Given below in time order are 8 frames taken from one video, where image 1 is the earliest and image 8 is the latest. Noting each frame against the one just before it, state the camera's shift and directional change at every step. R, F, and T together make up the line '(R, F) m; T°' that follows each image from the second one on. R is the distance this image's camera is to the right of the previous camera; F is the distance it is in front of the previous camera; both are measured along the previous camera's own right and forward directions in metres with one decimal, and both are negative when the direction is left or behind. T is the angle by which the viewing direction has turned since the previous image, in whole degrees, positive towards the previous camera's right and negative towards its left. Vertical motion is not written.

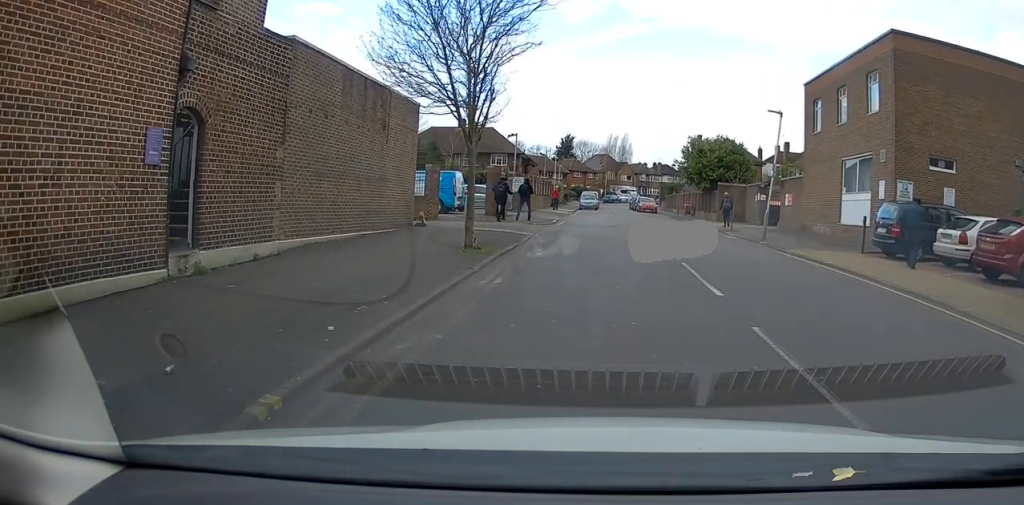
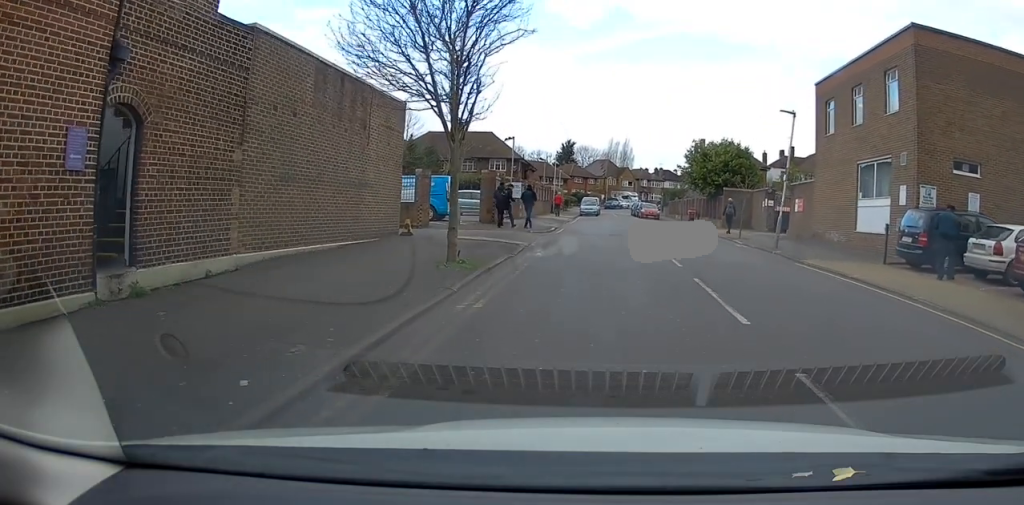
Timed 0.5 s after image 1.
(0.0, +1.6) m; 0°
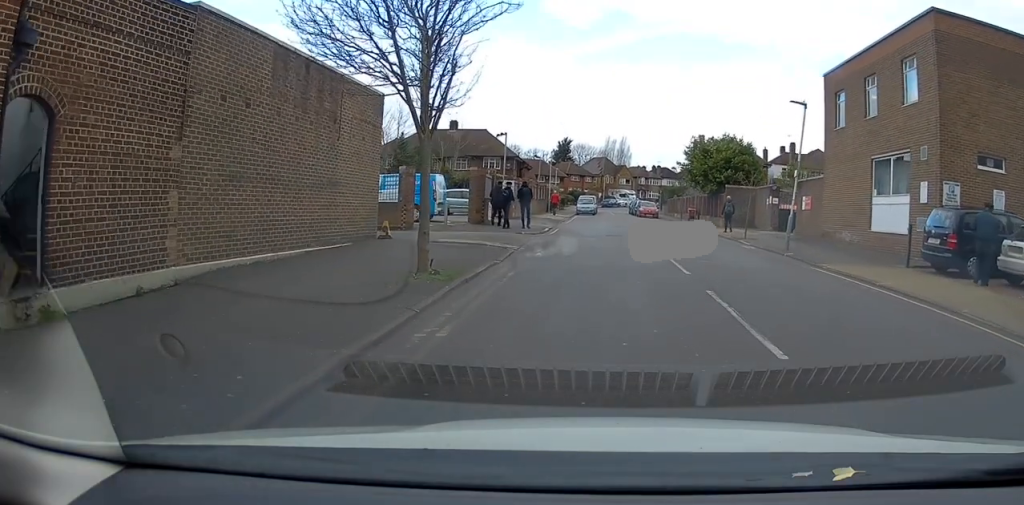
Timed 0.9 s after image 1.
(0.0, +1.7) m; 0°
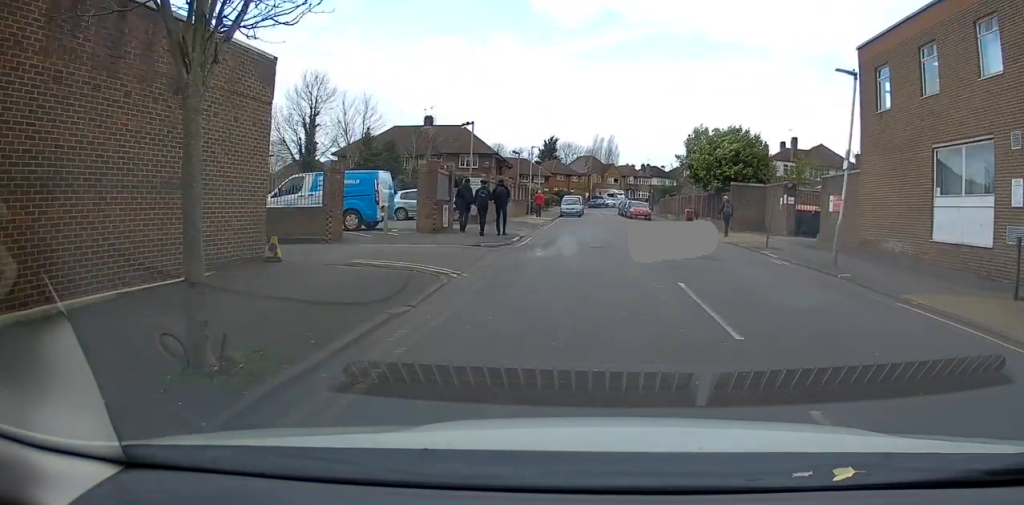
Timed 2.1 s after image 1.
(-0.1, +5.3) m; 0°
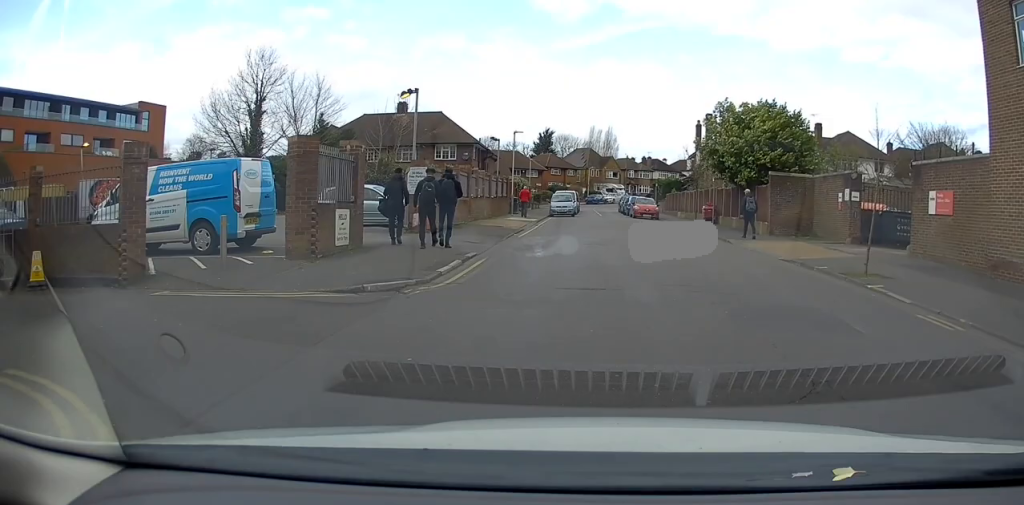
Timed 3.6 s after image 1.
(+0.1, +8.3) m; -1°
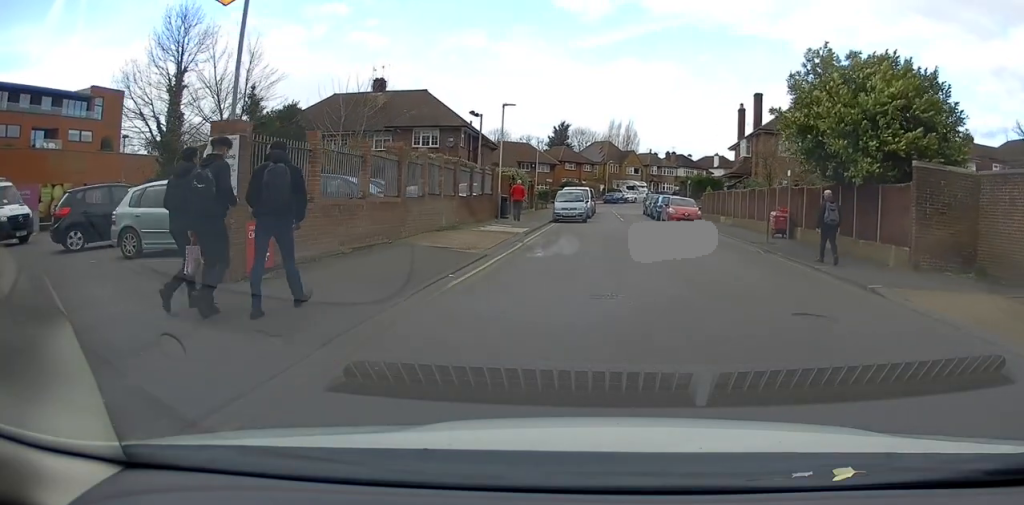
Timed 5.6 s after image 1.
(-0.7, +11.7) m; -3°
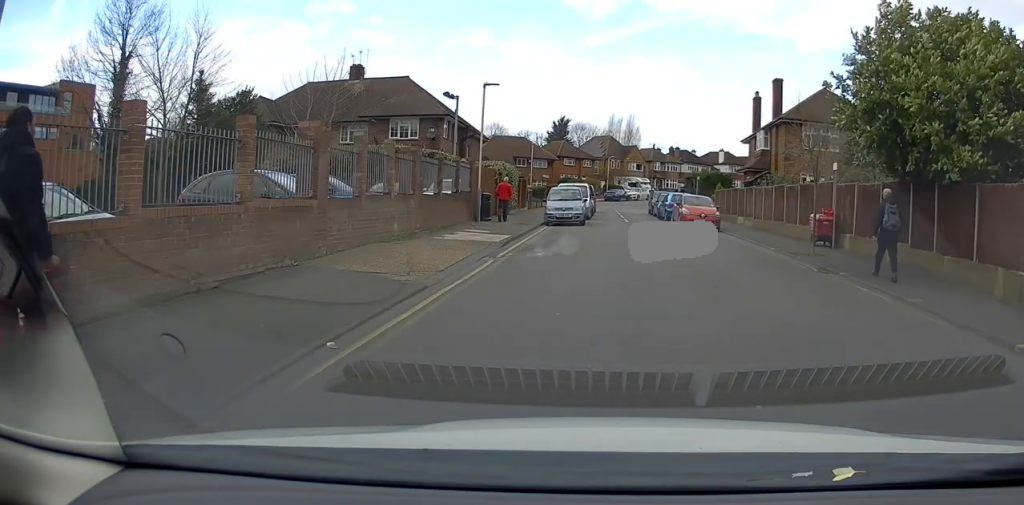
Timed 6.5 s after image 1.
(+0.2, +5.2) m; +2°
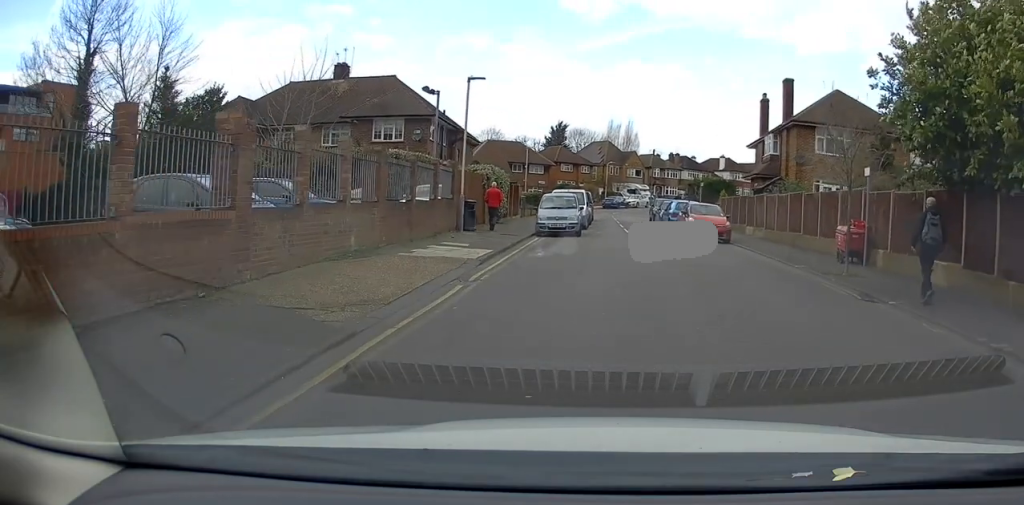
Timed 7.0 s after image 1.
(0.0, +2.7) m; 0°
